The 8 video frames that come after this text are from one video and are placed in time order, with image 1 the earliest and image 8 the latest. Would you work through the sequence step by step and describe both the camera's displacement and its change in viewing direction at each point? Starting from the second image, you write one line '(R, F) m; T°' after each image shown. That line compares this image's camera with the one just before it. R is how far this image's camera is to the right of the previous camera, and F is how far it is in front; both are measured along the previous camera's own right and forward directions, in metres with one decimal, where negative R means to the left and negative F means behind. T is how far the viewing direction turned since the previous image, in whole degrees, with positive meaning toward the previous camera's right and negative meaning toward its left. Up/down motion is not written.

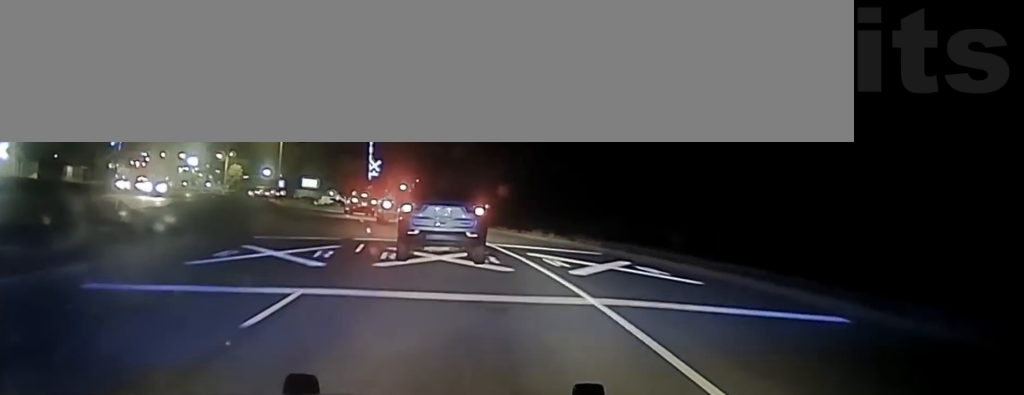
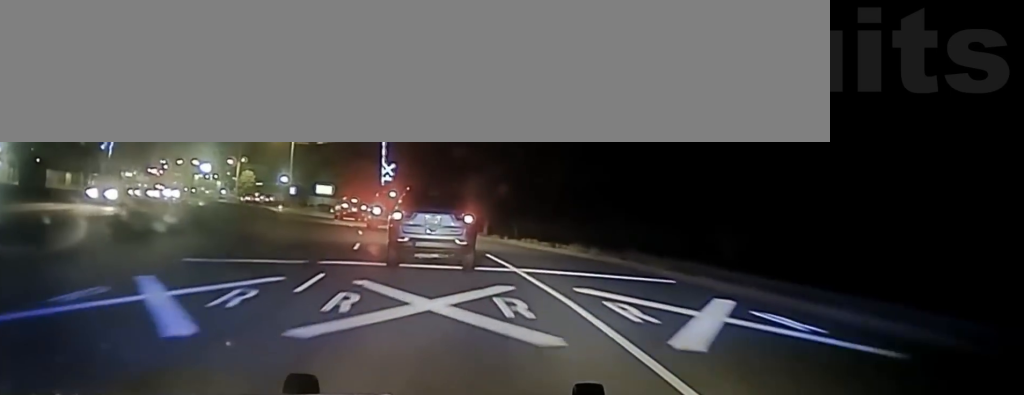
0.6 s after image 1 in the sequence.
(0.0, +7.9) m; -2°
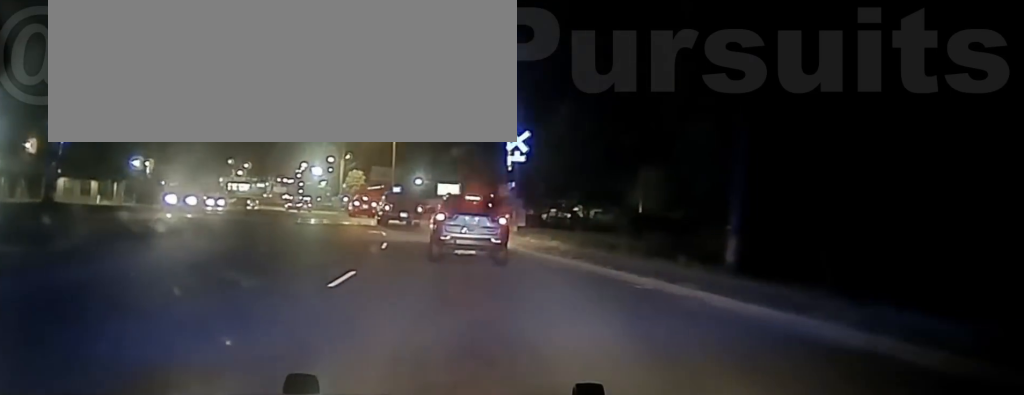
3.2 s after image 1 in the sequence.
(-3.6, +36.0) m; -10°
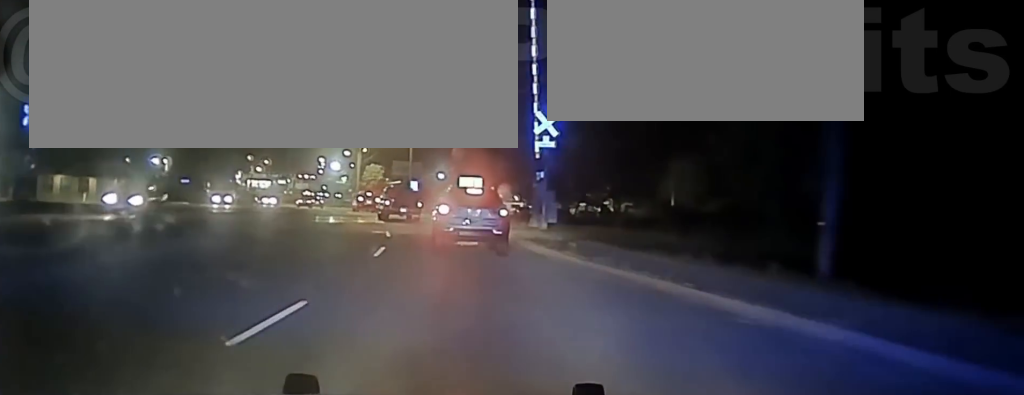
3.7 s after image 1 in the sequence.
(-0.1, +7.0) m; -1°
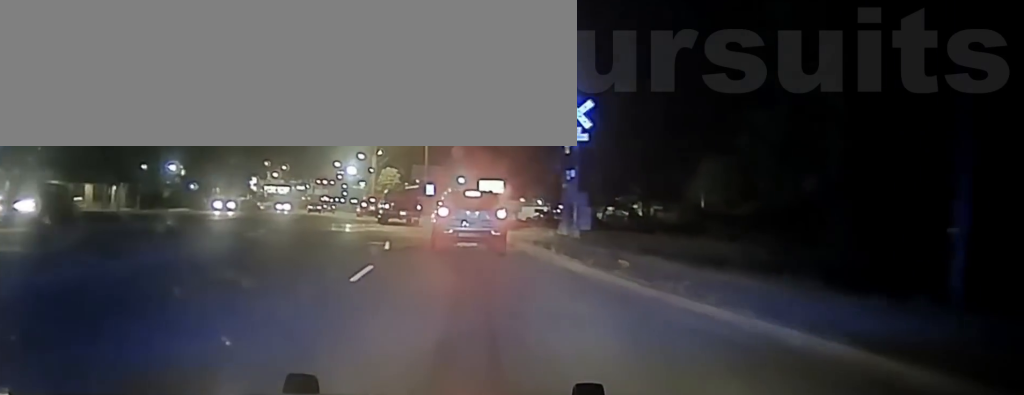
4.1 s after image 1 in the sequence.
(0.0, +6.7) m; -1°
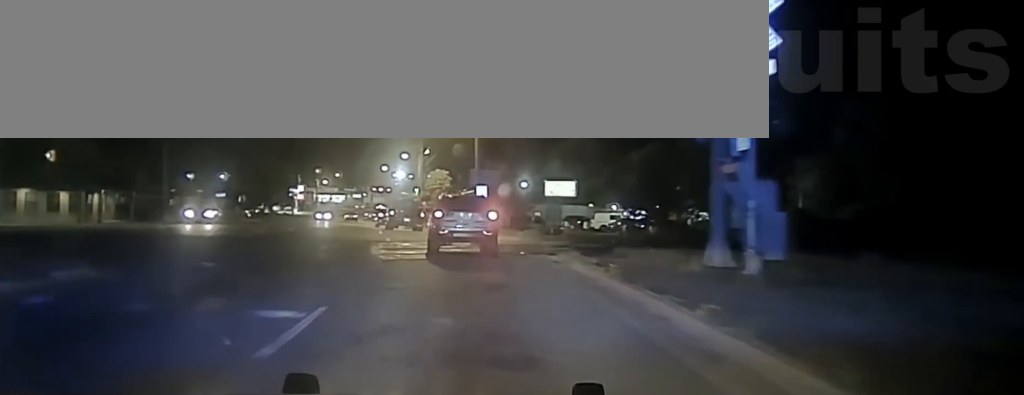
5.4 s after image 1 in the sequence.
(-0.7, +18.3) m; -5°
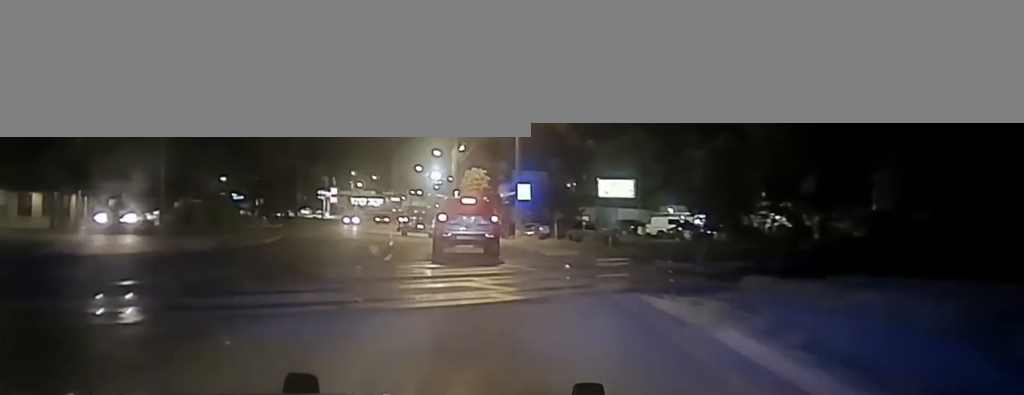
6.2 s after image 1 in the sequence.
(-0.3, +10.3) m; -3°
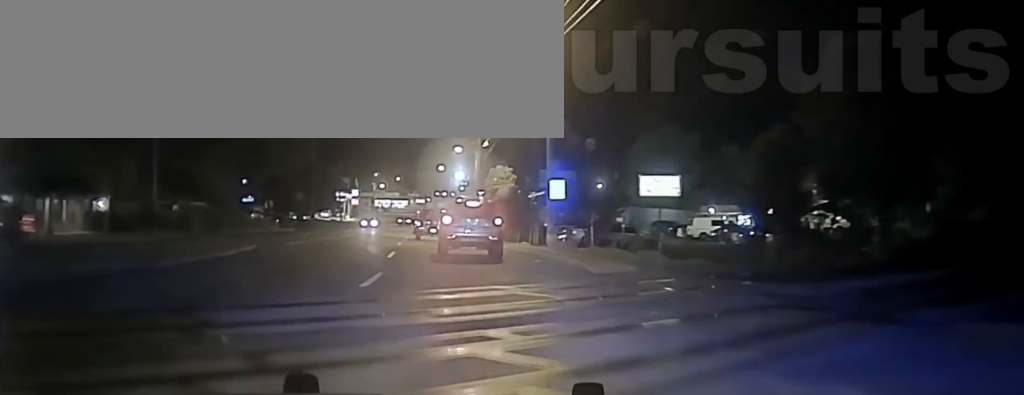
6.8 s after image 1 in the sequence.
(-0.1, +6.6) m; -2°
